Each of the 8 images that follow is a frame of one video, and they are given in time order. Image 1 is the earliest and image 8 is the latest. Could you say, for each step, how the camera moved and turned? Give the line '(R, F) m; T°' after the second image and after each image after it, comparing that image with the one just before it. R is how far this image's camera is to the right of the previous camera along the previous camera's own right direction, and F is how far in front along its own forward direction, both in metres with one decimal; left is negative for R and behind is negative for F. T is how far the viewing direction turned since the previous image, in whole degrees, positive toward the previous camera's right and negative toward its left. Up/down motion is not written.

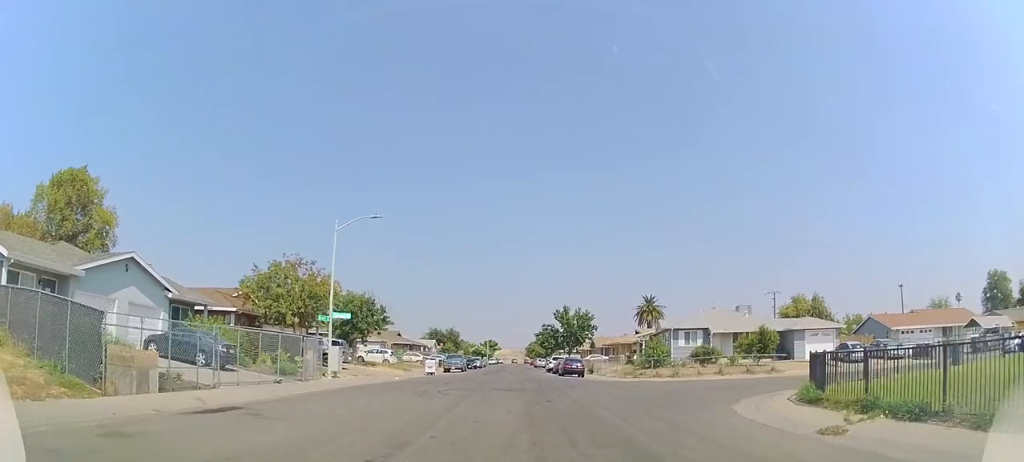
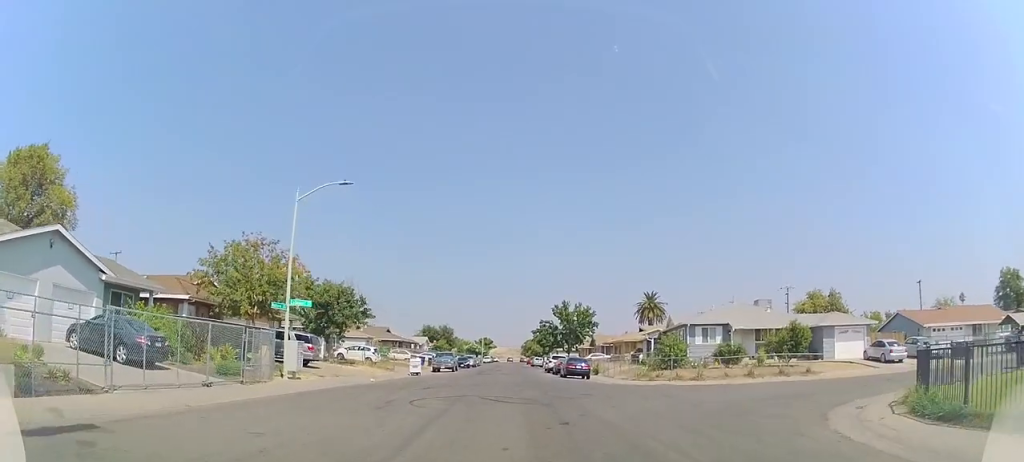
(0.0, +4.8) m; -1°
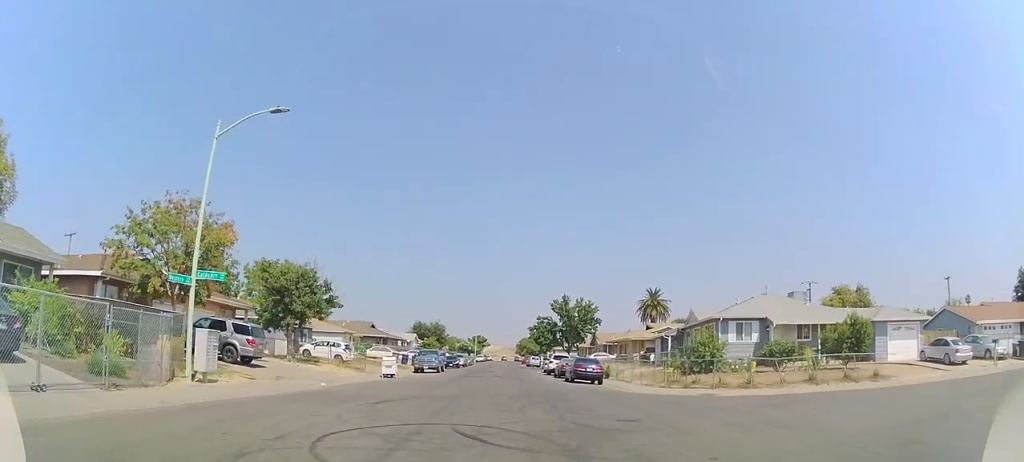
(0.0, +6.7) m; 0°
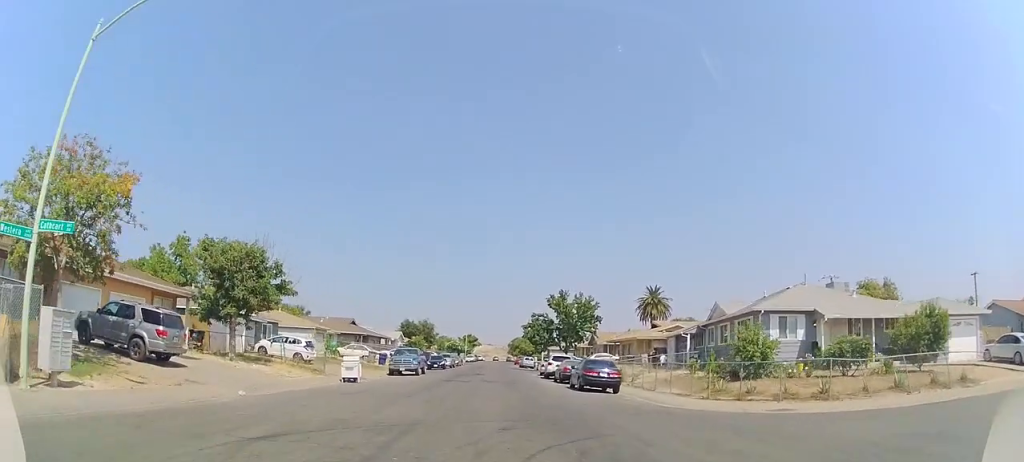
(0.0, +6.3) m; 0°
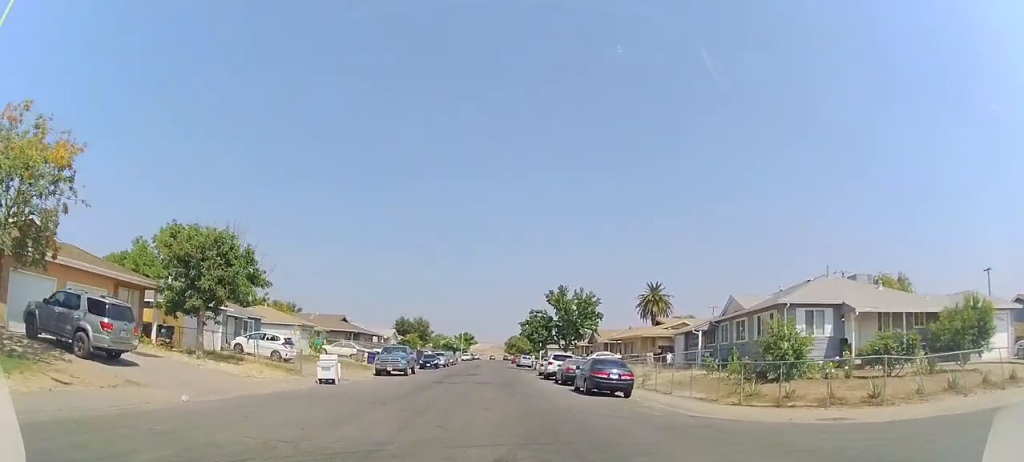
(0.0, +2.8) m; +1°
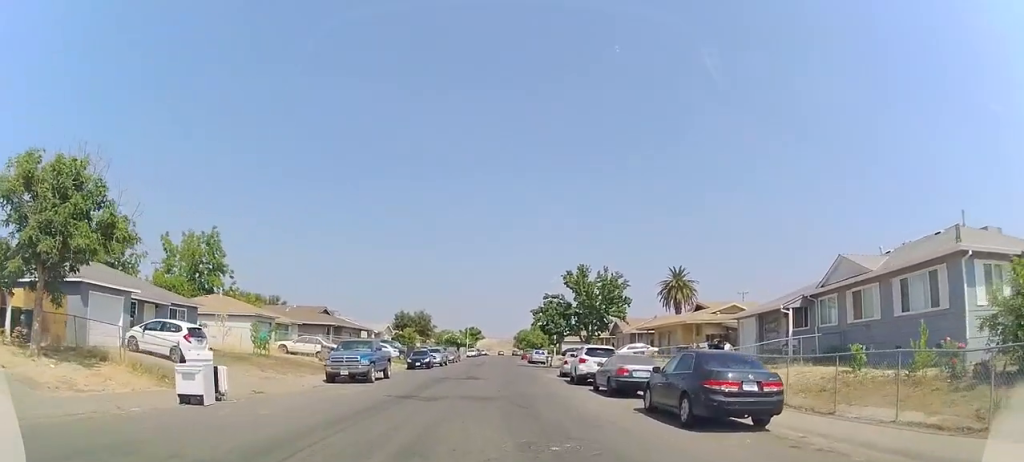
(+0.2, +10.4) m; +2°
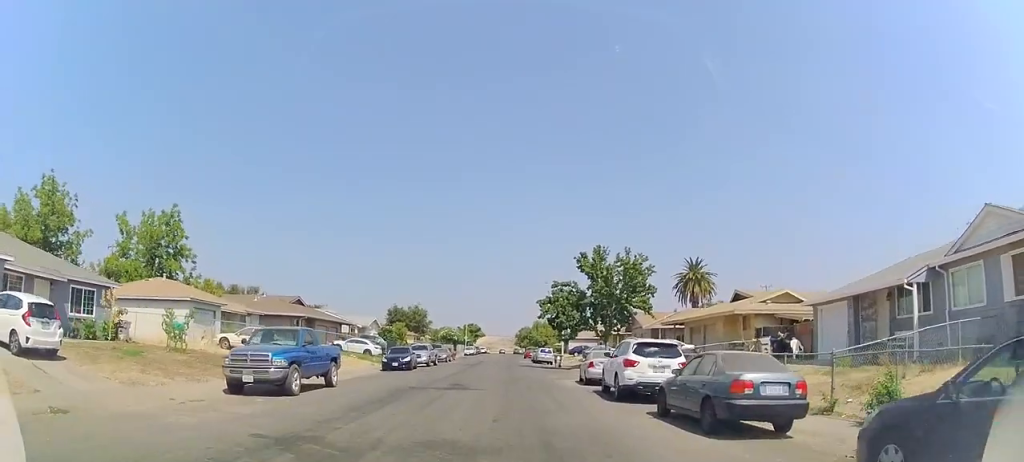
(0.0, +8.4) m; 0°
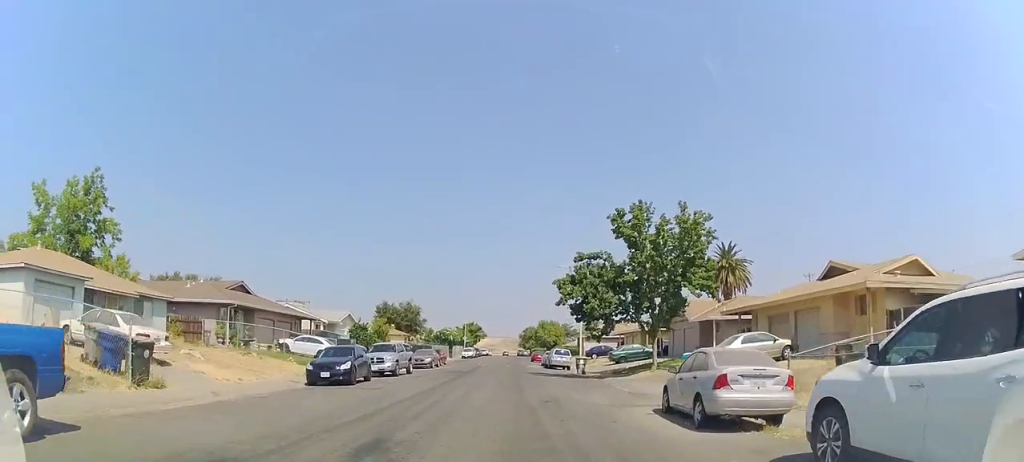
(0.0, +12.8) m; -1°
